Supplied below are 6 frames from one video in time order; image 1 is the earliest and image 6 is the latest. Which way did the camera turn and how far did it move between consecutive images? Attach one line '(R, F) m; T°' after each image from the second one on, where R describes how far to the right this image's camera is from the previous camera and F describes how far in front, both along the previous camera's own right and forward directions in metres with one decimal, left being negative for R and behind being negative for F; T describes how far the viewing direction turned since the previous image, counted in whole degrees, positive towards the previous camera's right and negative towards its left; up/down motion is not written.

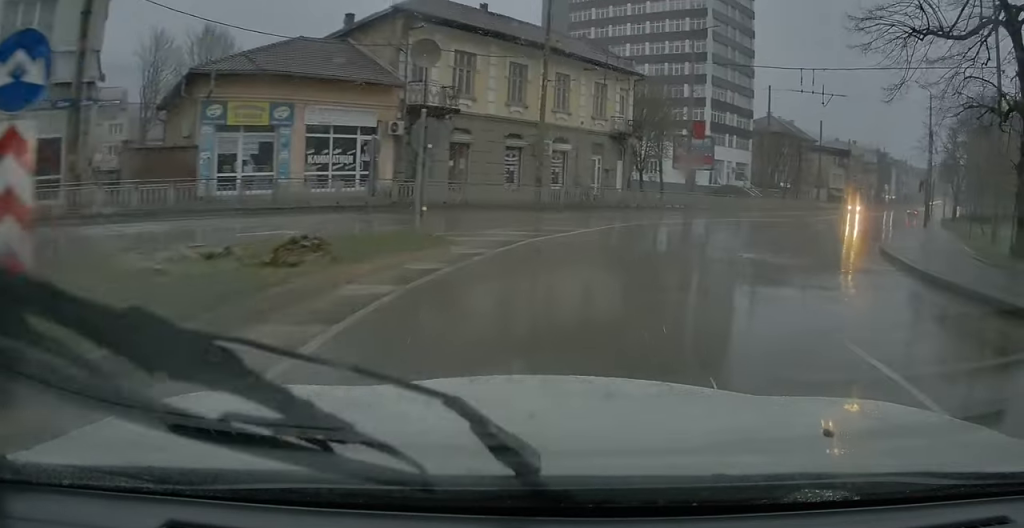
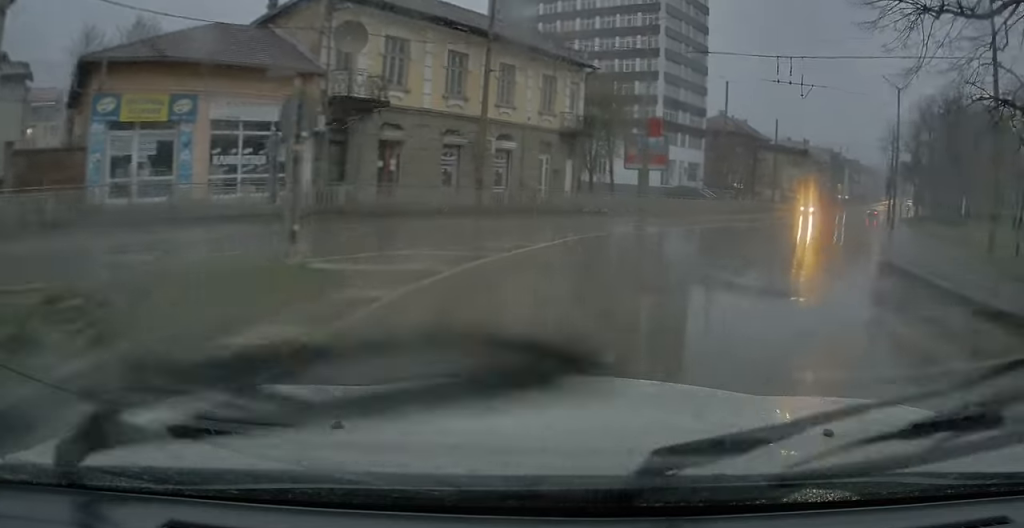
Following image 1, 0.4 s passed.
(+0.1, +3.7) m; +4°
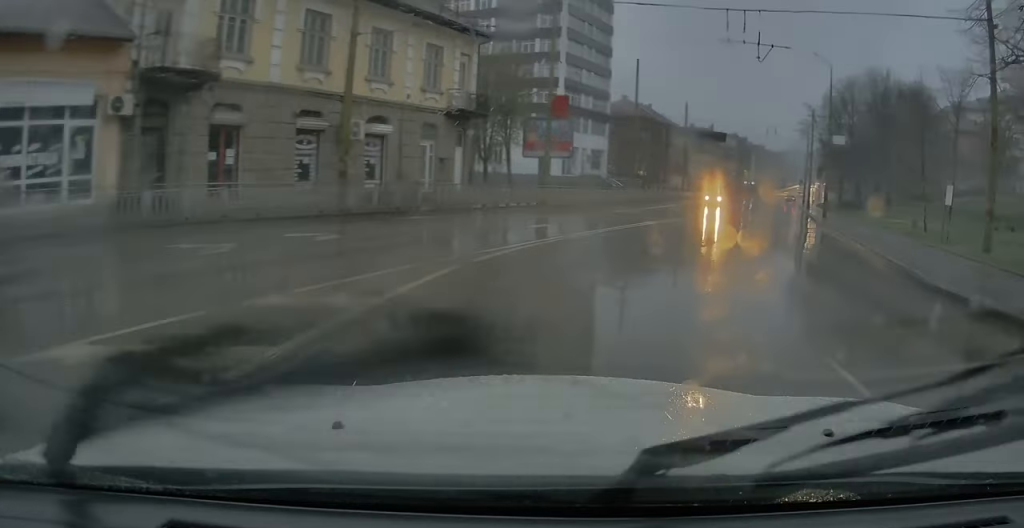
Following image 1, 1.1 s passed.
(+0.4, +6.4) m; +7°
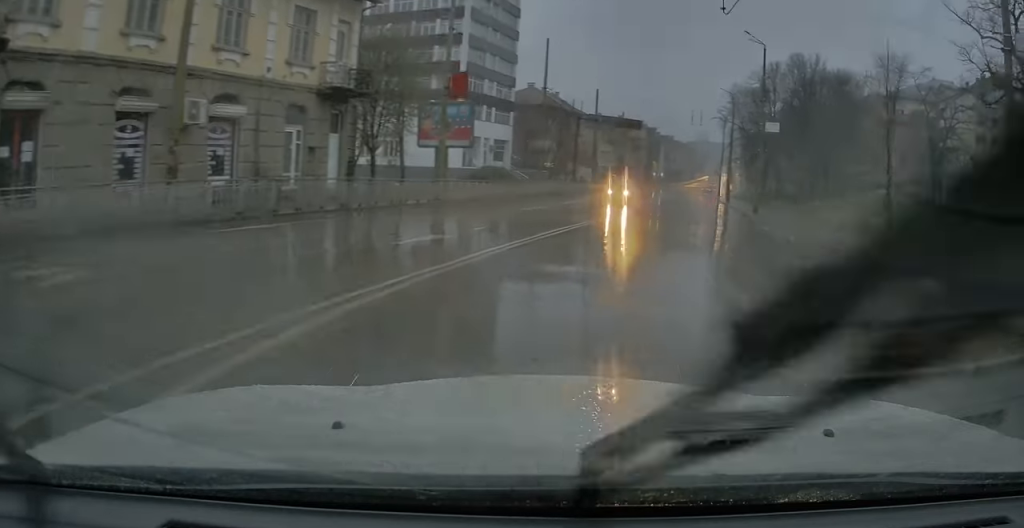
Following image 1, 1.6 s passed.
(+0.1, +5.7) m; +6°
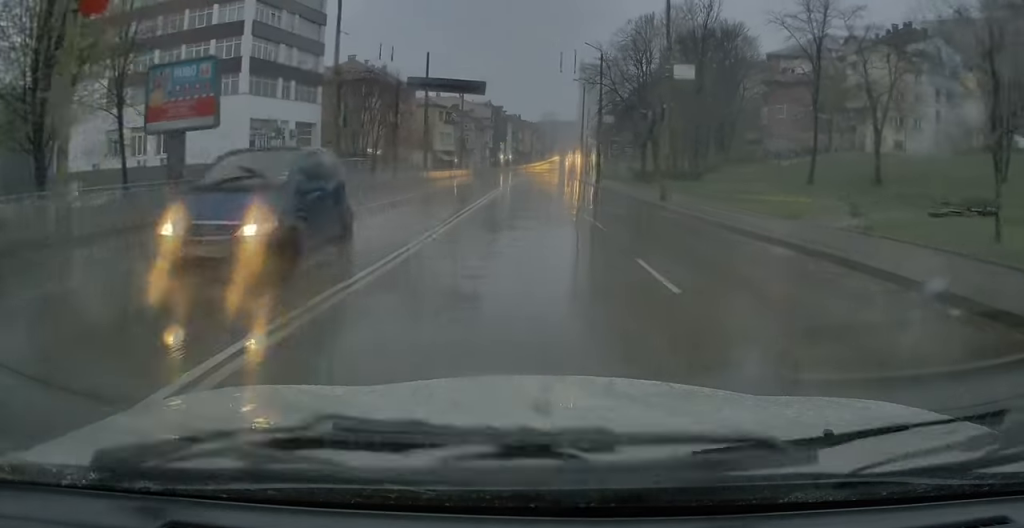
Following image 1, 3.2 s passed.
(+1.9, +17.3) m; +8°
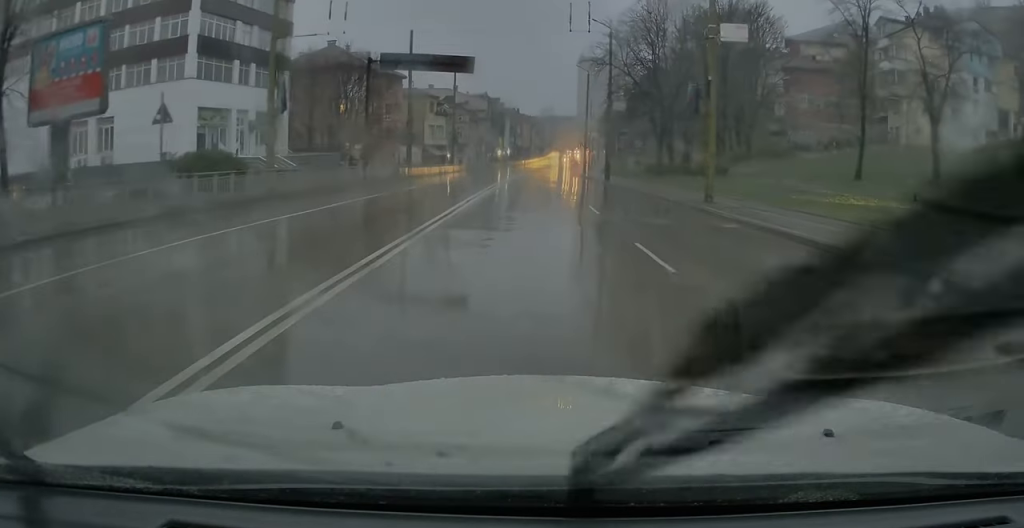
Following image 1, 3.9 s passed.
(+0.1, +8.2) m; +1°
